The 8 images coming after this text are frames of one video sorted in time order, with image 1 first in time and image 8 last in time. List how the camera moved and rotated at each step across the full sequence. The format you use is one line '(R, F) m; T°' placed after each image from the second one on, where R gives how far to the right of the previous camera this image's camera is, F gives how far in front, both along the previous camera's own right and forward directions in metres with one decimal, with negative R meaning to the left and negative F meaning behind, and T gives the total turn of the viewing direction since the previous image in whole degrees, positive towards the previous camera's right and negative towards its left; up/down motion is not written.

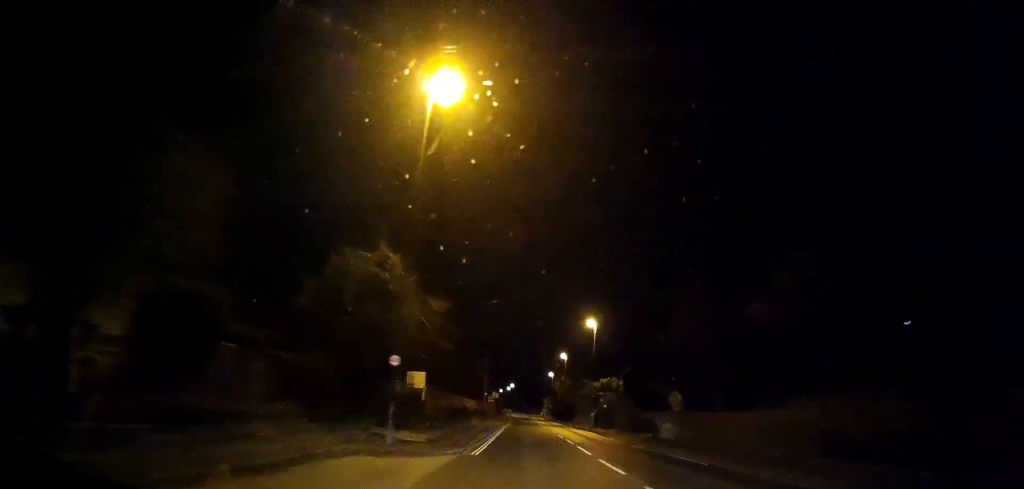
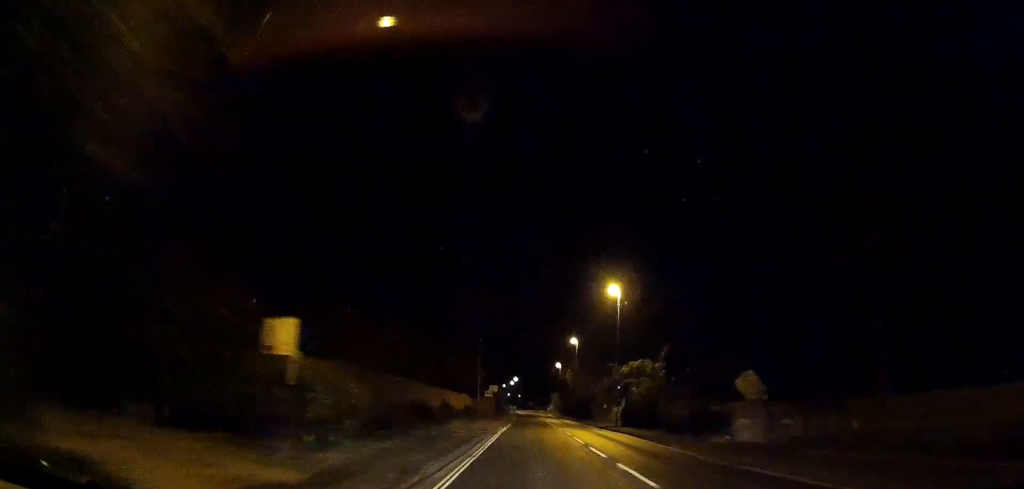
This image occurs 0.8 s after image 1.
(-0.3, +14.0) m; -1°
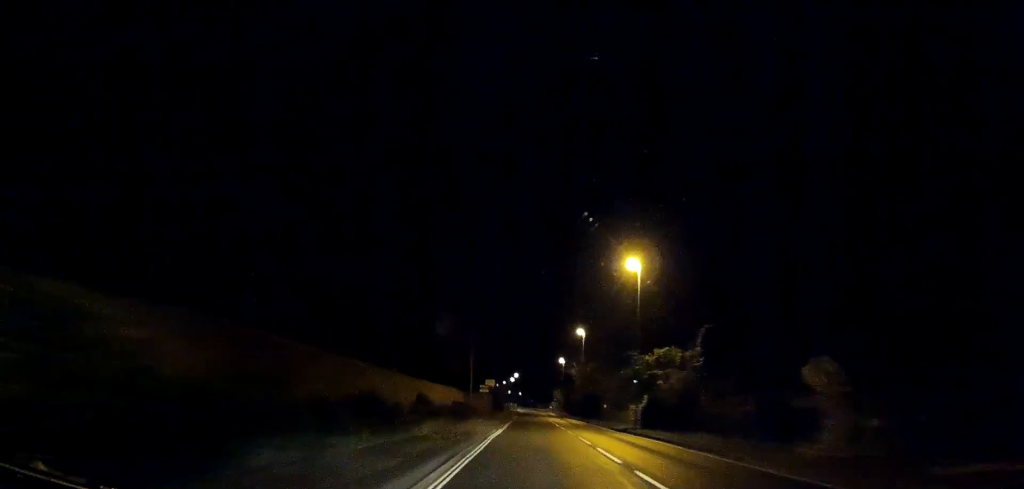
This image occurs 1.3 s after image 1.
(0.0, +7.9) m; 0°
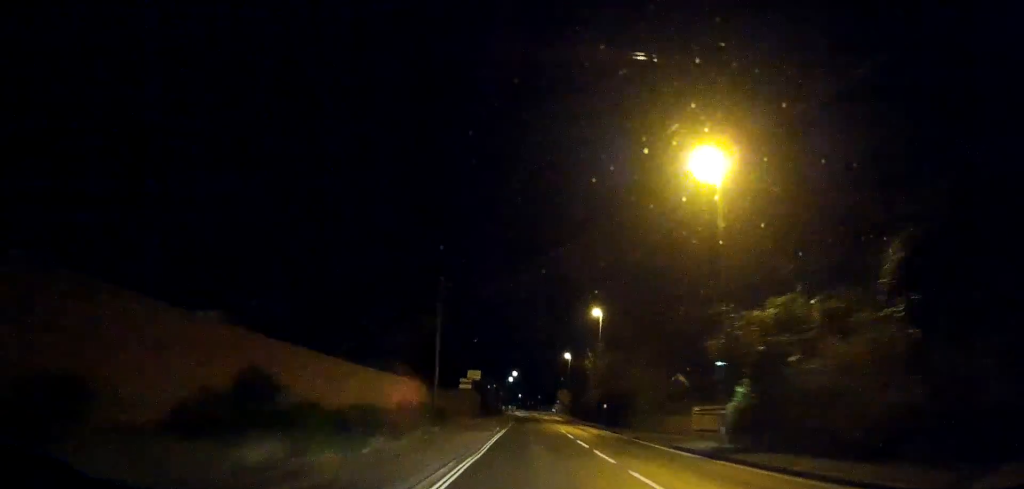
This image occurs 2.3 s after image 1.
(0.0, +16.9) m; 0°
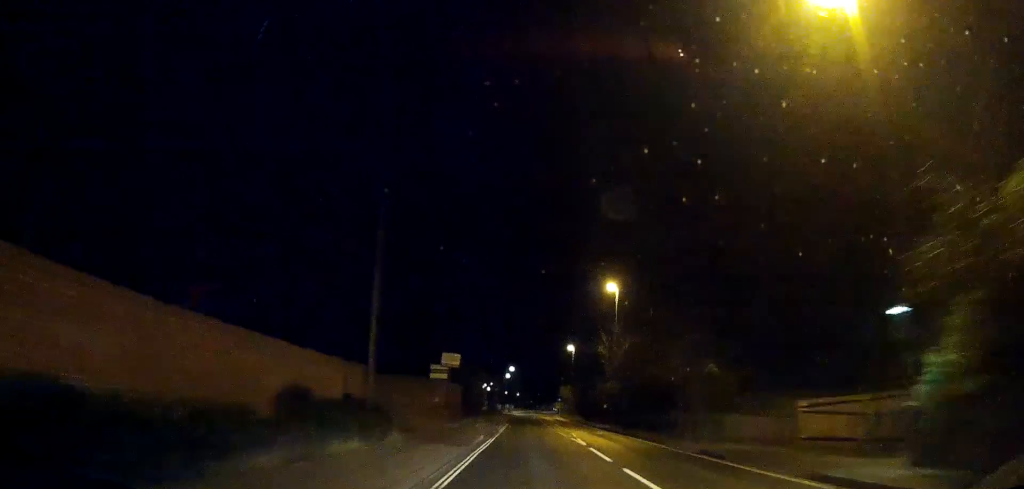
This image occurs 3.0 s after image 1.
(-0.1, +11.4) m; 0°
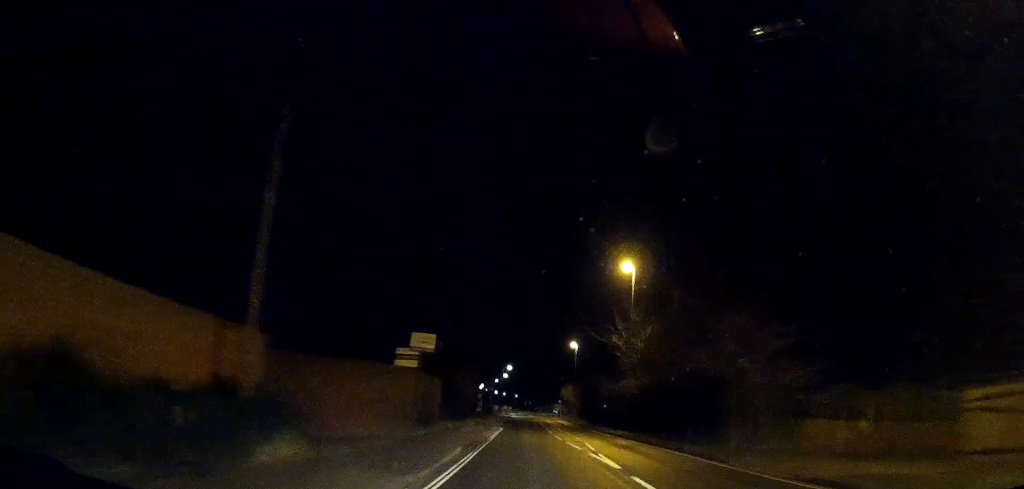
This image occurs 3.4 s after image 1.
(+0.1, +7.5) m; 0°
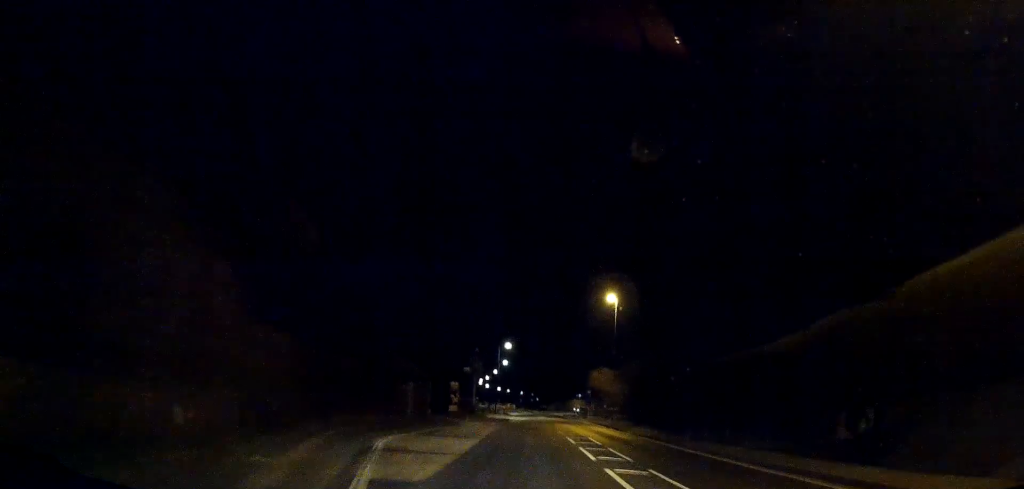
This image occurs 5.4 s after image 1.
(+0.2, +34.8) m; 0°
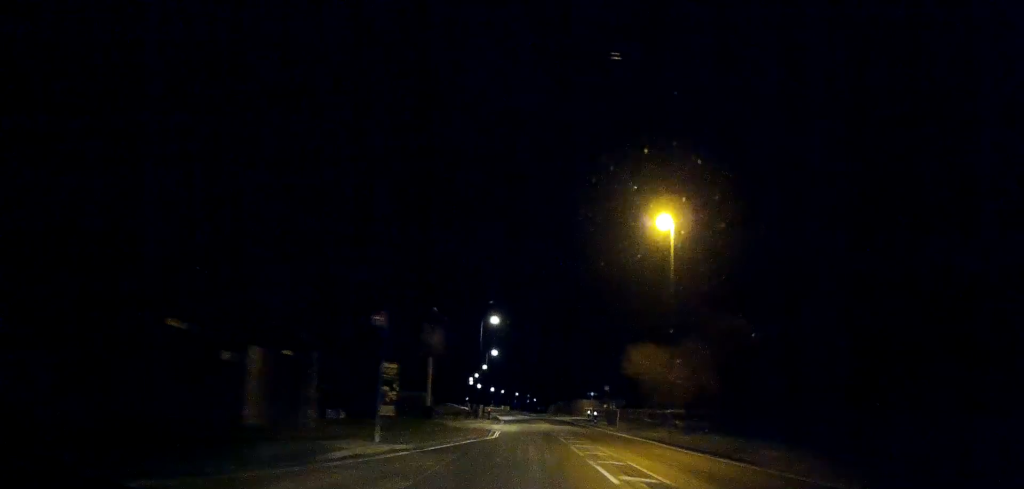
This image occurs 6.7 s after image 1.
(-0.1, +21.9) m; 0°
